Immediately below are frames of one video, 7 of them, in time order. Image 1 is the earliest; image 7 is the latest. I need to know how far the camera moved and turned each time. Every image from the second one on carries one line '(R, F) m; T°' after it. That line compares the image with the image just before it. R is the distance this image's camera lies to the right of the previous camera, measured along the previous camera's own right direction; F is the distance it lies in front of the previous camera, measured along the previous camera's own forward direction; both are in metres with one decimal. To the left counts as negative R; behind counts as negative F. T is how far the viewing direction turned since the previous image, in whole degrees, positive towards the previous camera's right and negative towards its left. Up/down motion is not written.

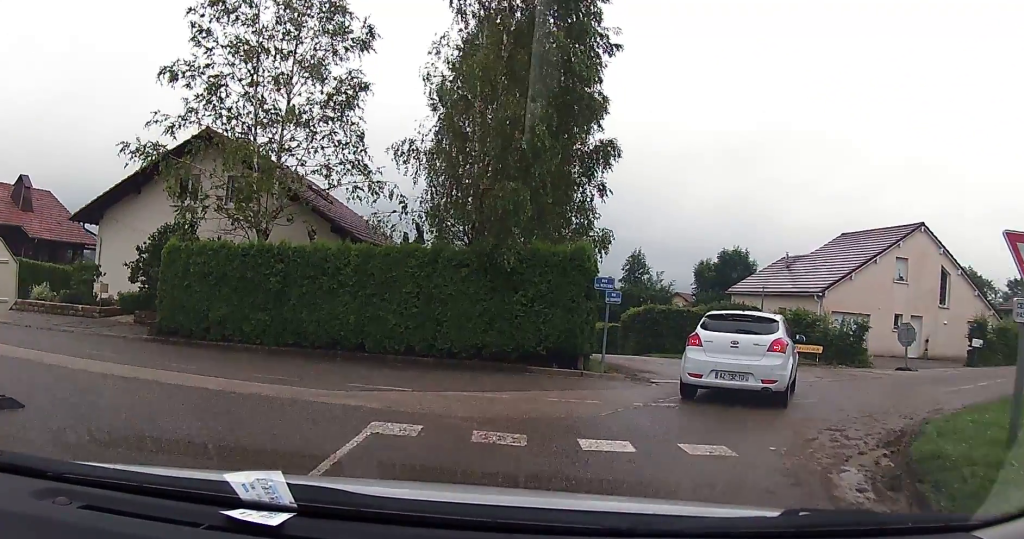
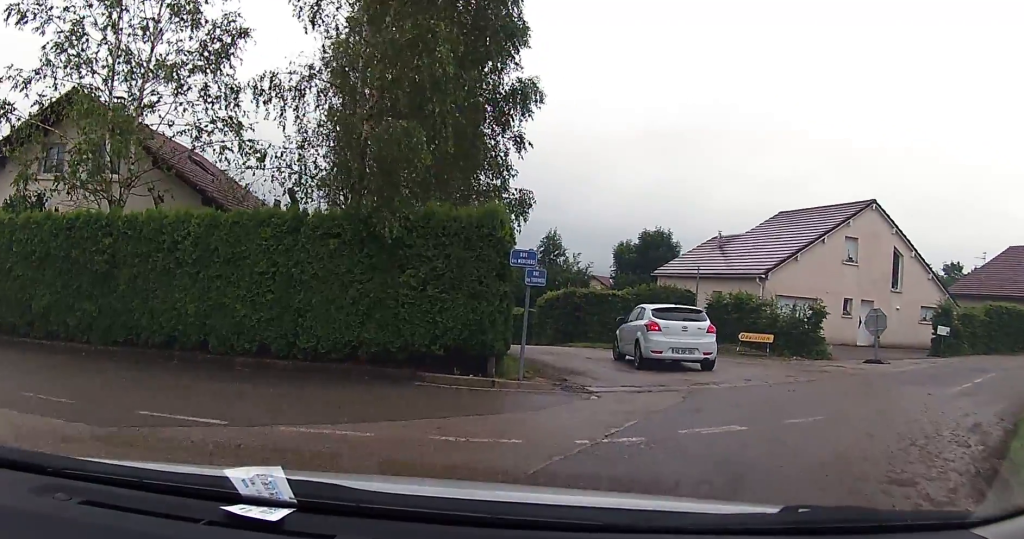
(+0.4, +4.4) m; +8°
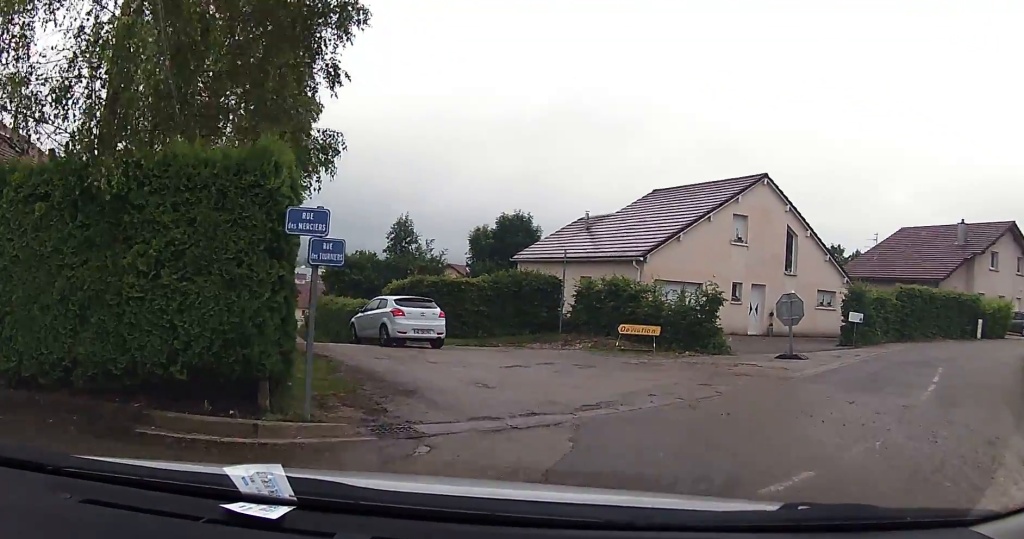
(+0.3, +3.5) m; +13°
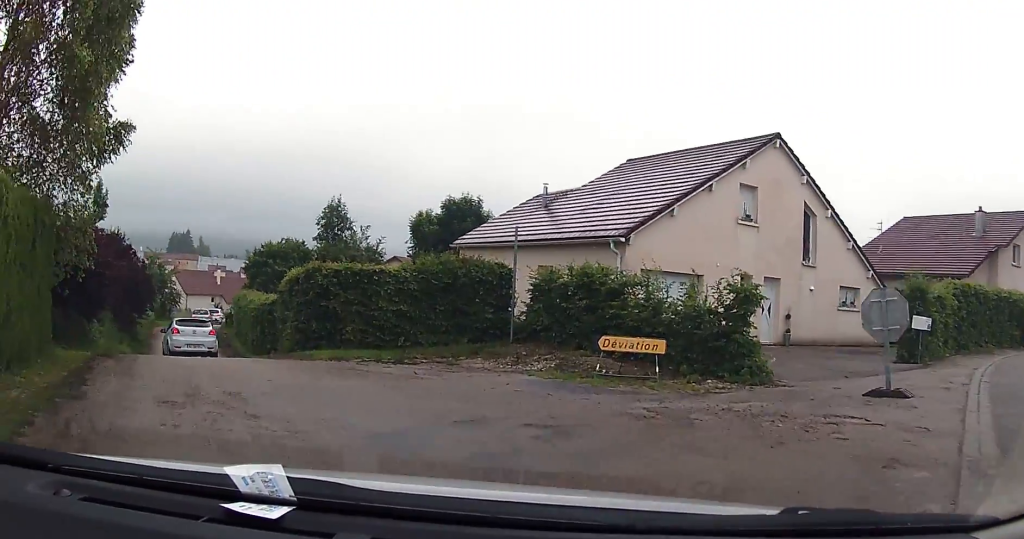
(+0.7, +6.7) m; -3°
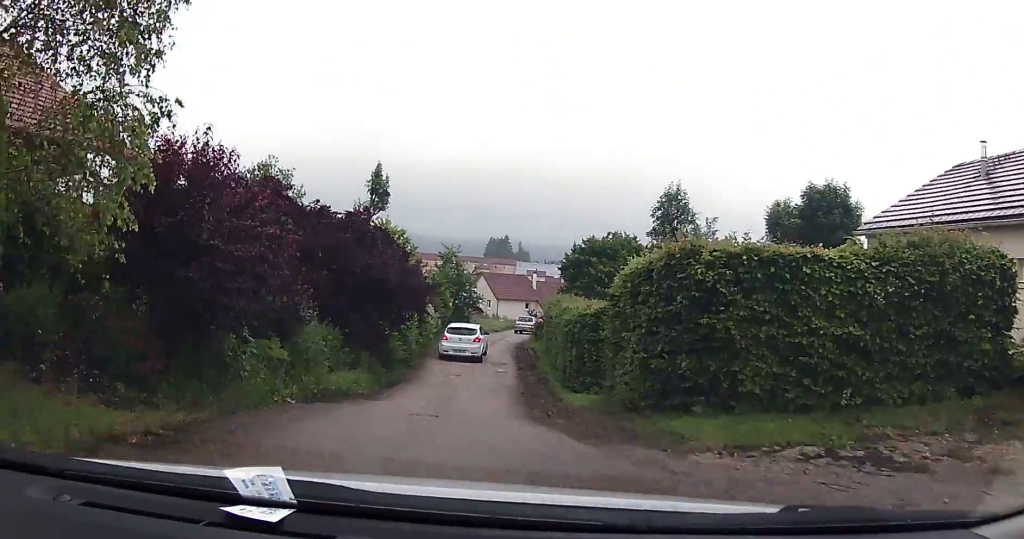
(-2.5, +8.6) m; -24°
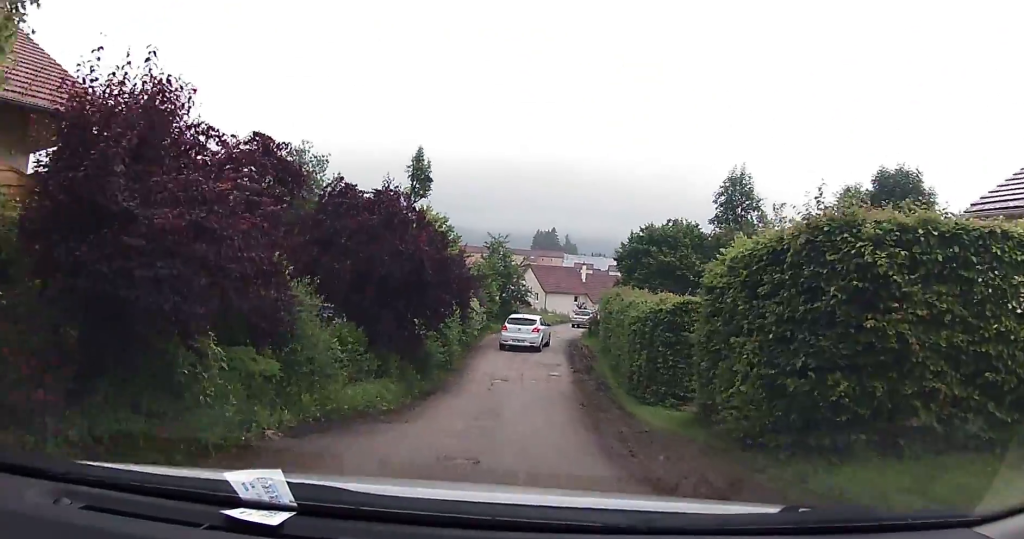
(0.0, +3.0) m; -1°
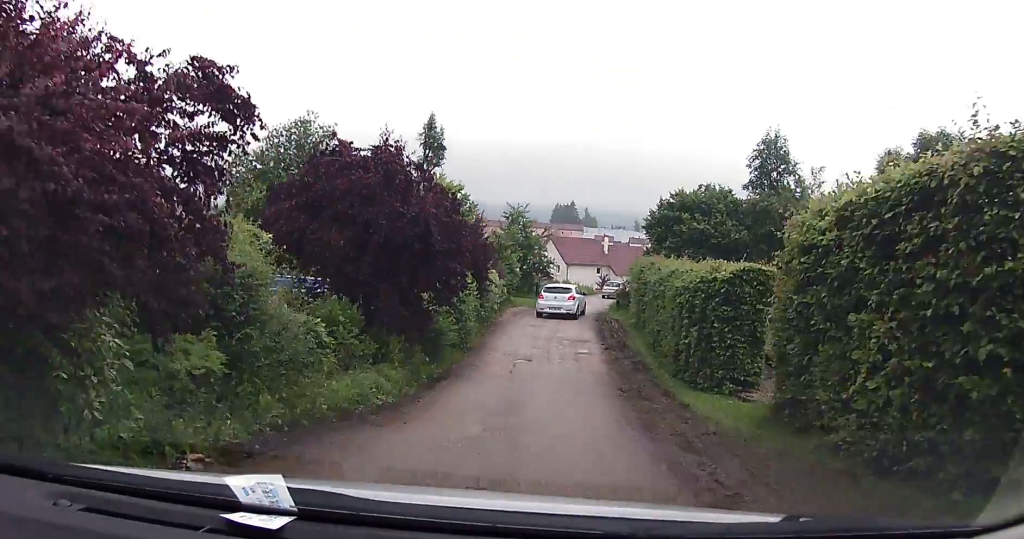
(0.0, +2.5) m; 0°
